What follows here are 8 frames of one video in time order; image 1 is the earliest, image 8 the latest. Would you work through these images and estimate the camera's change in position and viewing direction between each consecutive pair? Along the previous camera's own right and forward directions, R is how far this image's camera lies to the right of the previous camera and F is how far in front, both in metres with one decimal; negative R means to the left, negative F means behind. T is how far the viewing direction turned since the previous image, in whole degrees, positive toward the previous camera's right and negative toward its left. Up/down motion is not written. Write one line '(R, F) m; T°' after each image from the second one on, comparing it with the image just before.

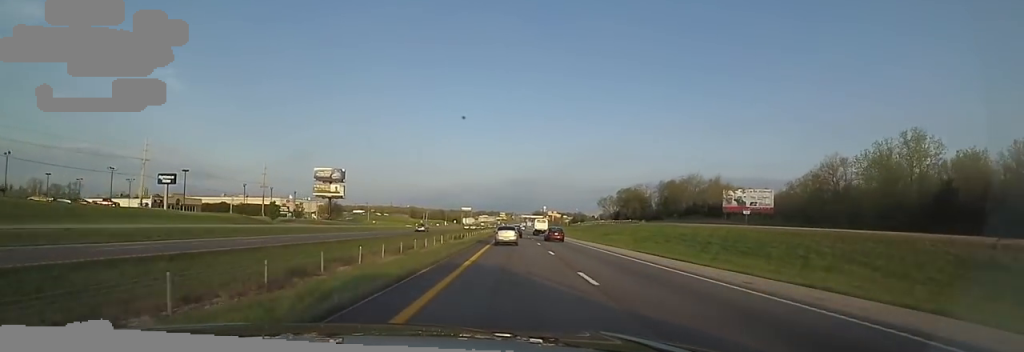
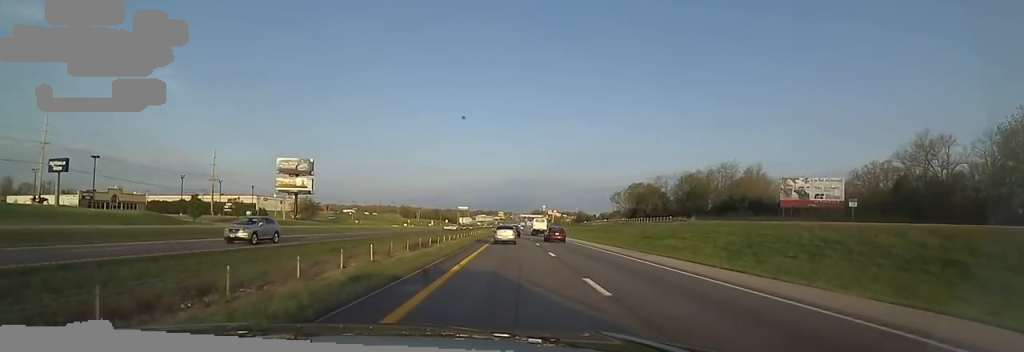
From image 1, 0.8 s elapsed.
(0.0, +26.6) m; 0°
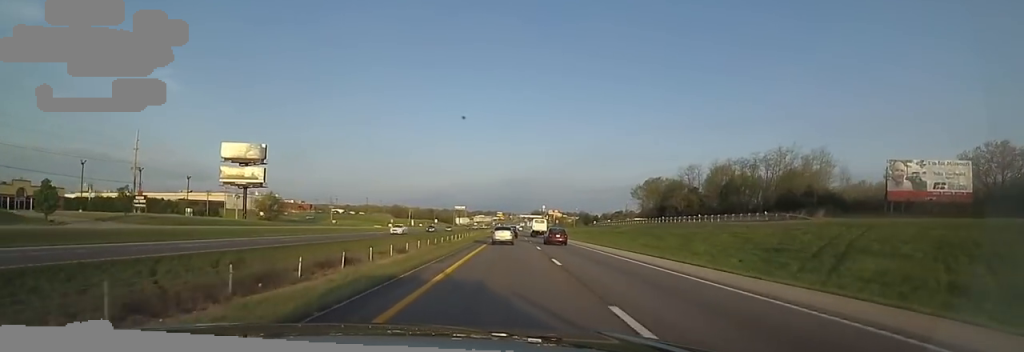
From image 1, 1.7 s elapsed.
(0.0, +28.6) m; 0°
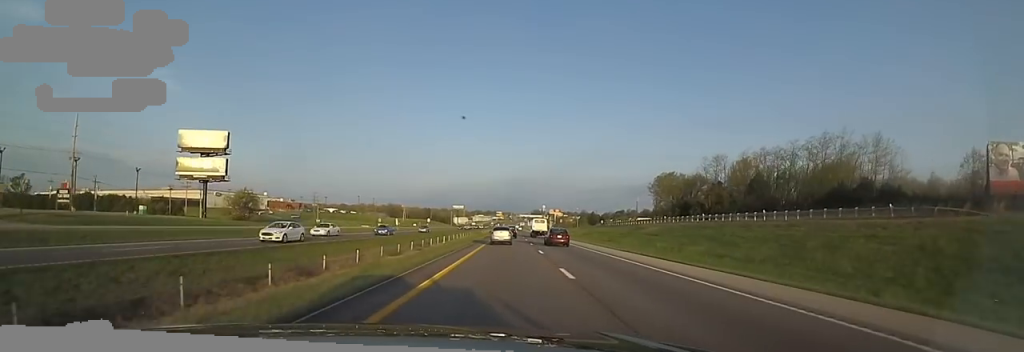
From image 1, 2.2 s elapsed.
(0.0, +16.4) m; 0°
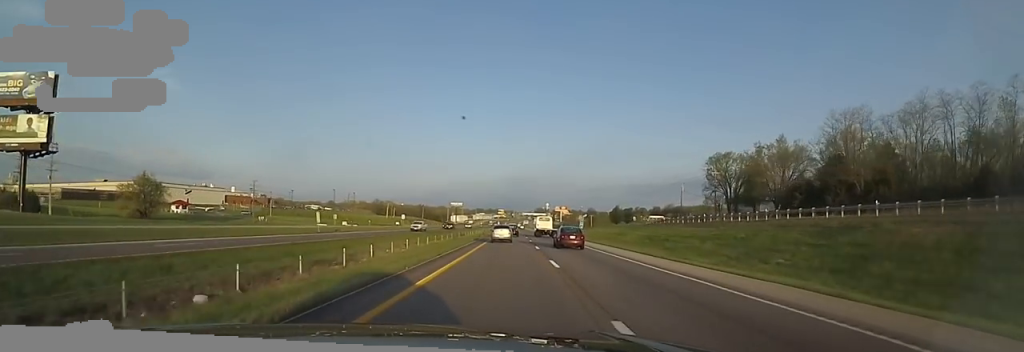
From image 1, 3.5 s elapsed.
(0.0, +44.1) m; 0°
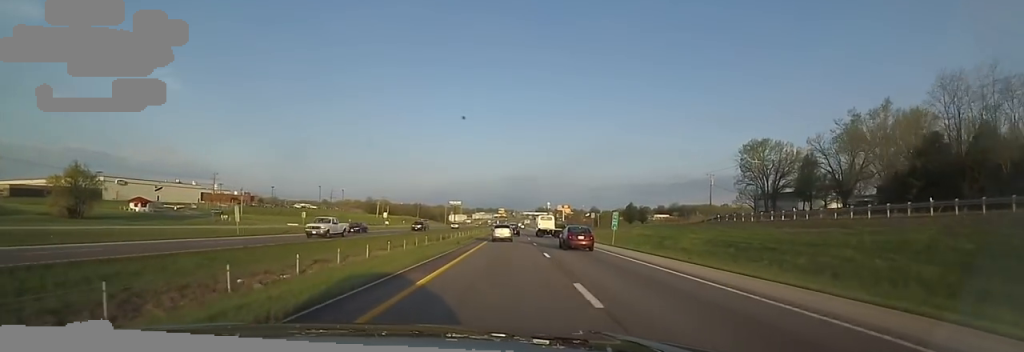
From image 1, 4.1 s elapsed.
(0.0, +19.3) m; 0°
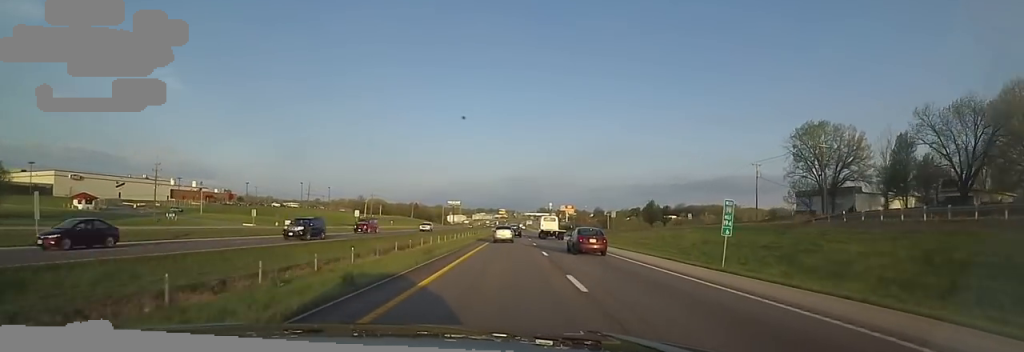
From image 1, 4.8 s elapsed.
(0.0, +22.2) m; 0°
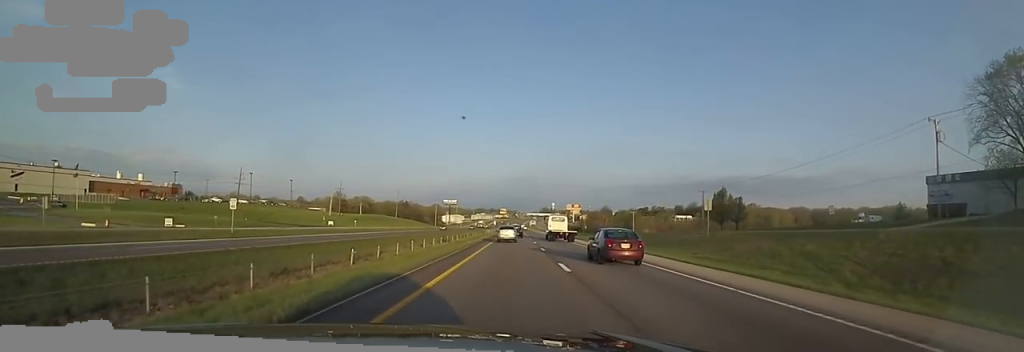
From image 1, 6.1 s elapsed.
(0.0, +45.3) m; 0°
